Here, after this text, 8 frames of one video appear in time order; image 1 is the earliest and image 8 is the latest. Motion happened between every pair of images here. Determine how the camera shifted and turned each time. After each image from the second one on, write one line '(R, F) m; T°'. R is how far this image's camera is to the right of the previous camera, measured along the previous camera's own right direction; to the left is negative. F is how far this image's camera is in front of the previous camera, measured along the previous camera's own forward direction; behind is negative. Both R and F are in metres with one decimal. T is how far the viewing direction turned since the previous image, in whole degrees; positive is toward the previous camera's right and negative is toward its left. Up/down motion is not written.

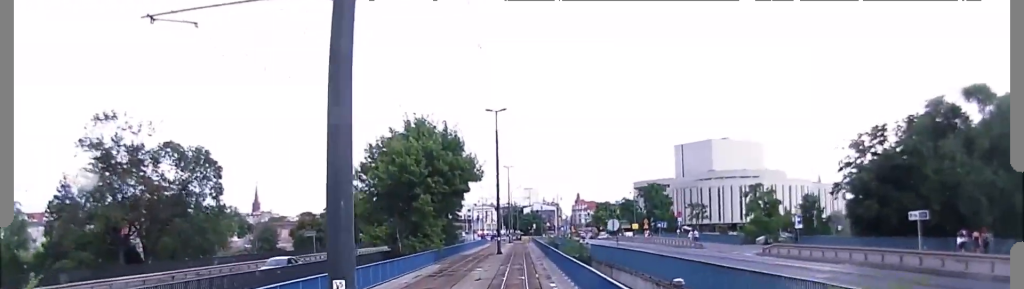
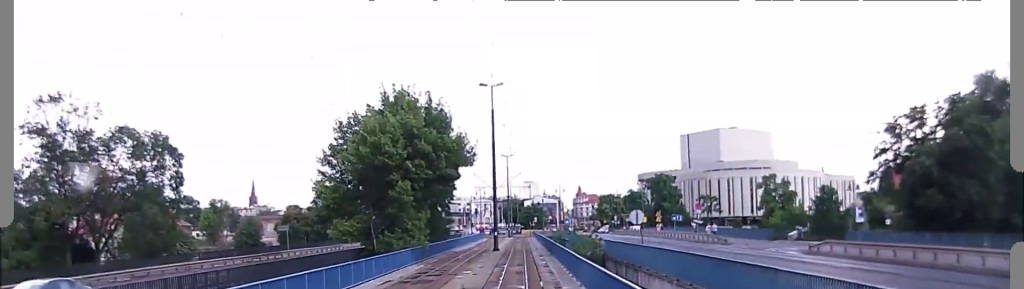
(0.0, +9.4) m; 0°
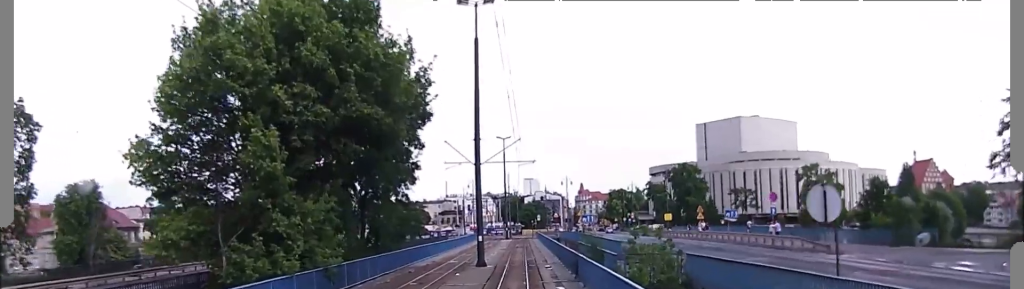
(0.0, +23.7) m; 0°
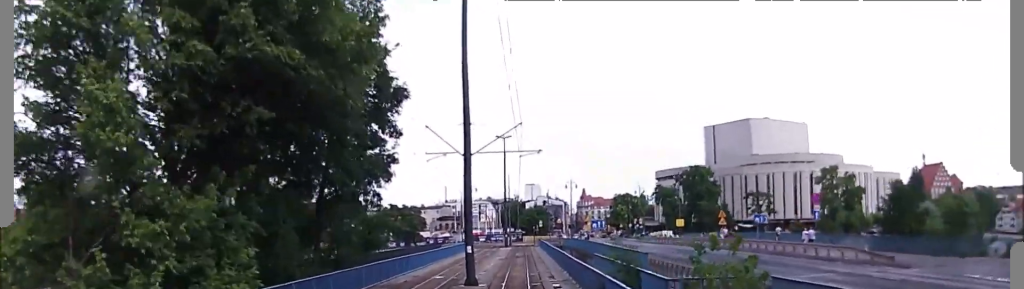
(0.0, +8.4) m; 0°
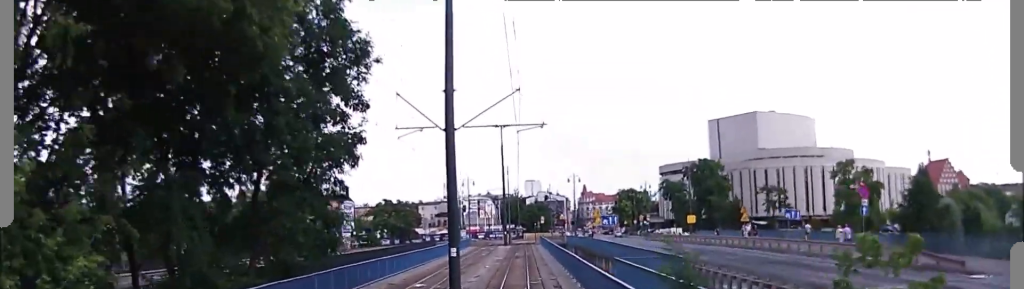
(0.0, +7.0) m; 0°
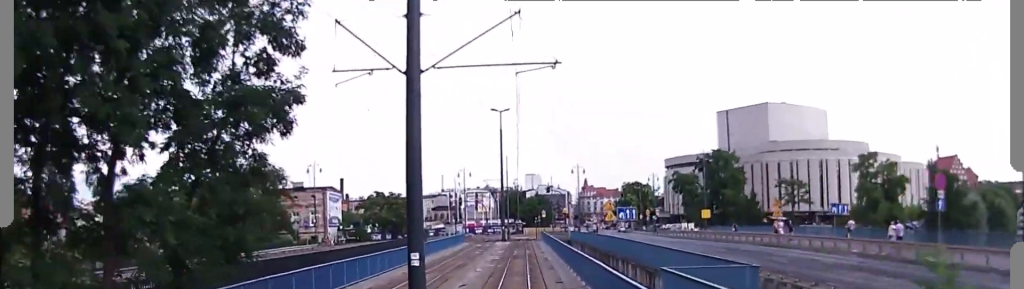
(0.0, +8.2) m; 0°
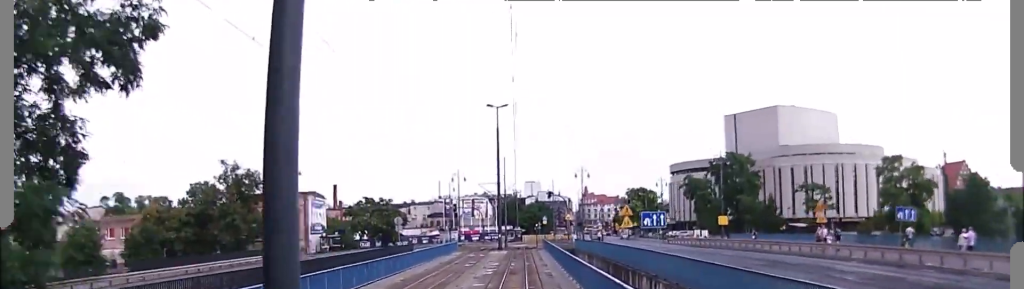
(0.0, +8.5) m; 0°
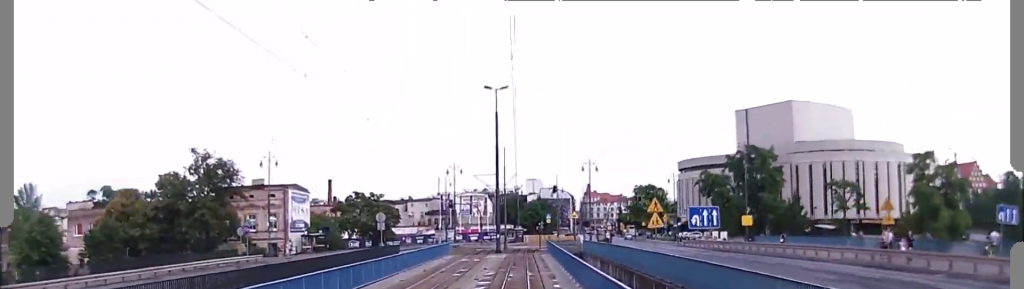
(+0.1, +8.7) m; 0°
